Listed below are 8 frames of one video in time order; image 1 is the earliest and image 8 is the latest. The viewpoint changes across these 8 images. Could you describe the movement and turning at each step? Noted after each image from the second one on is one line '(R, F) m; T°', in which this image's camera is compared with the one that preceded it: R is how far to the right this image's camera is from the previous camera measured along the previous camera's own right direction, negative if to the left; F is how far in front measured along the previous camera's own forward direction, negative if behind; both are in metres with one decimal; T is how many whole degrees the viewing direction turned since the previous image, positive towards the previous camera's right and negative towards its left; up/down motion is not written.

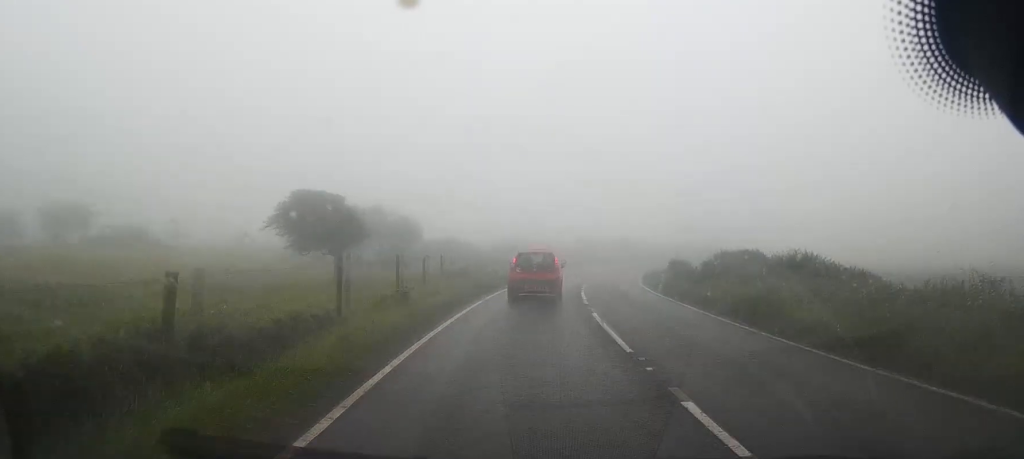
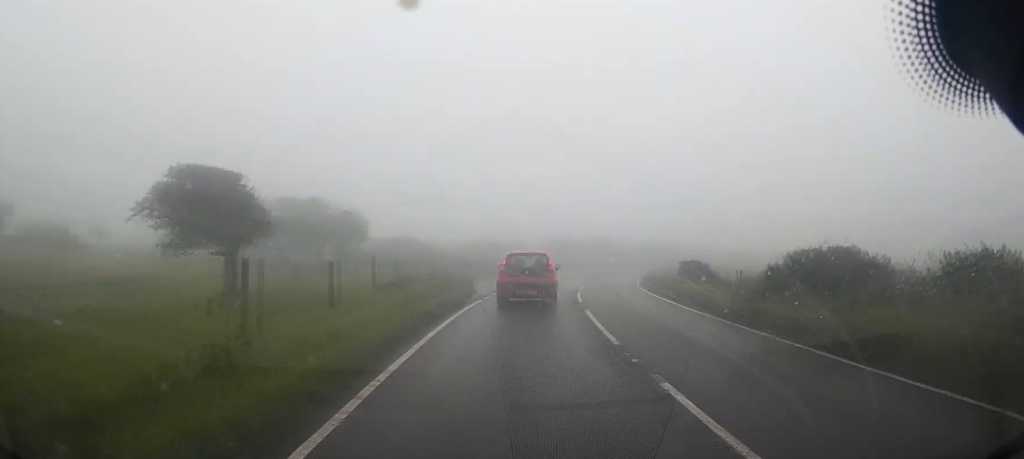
(+0.3, +8.3) m; +3°
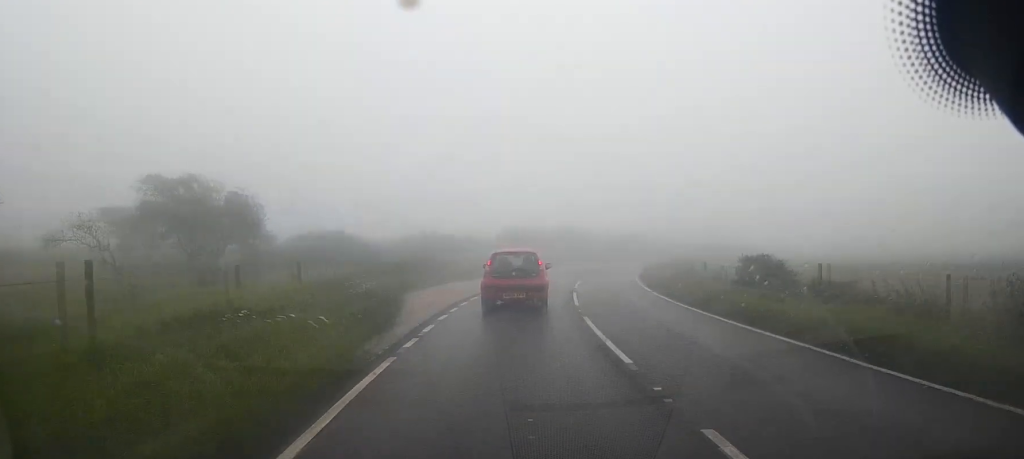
(+0.4, +11.4) m; +3°
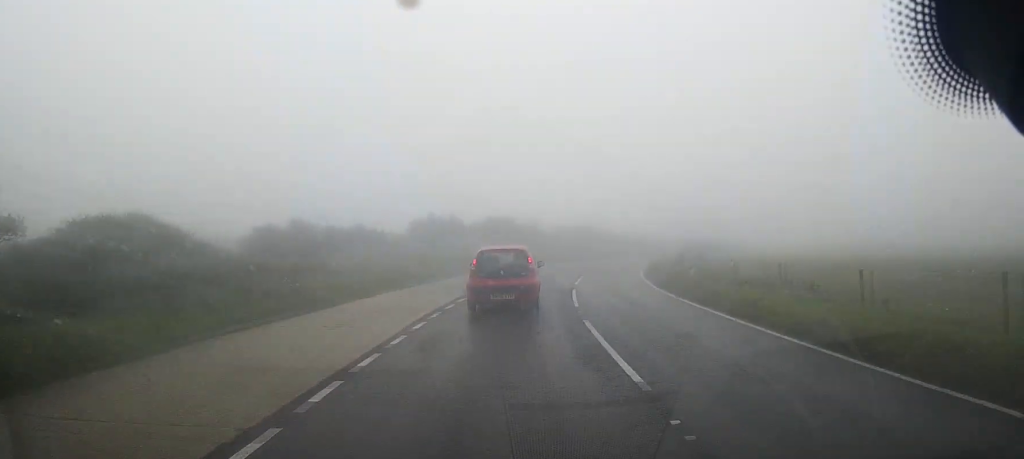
(+0.8, +18.9) m; +7°
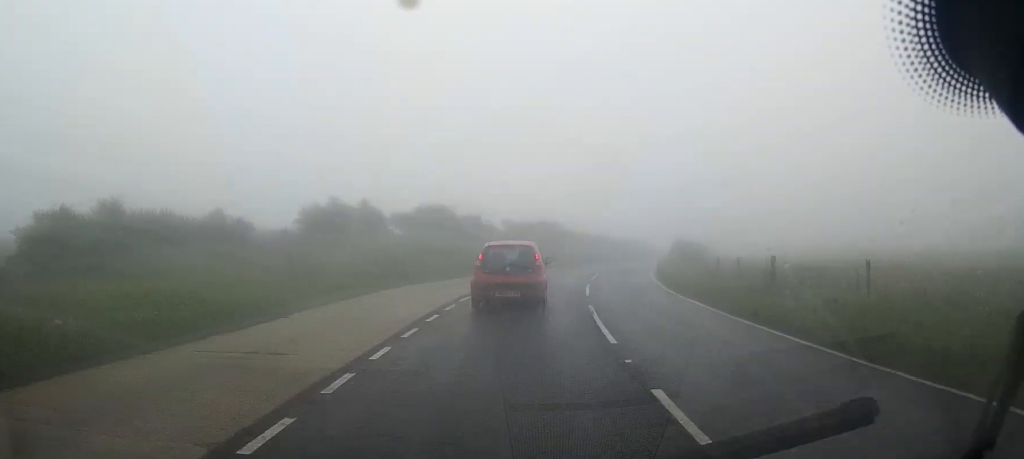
(+0.9, +14.4) m; +6°
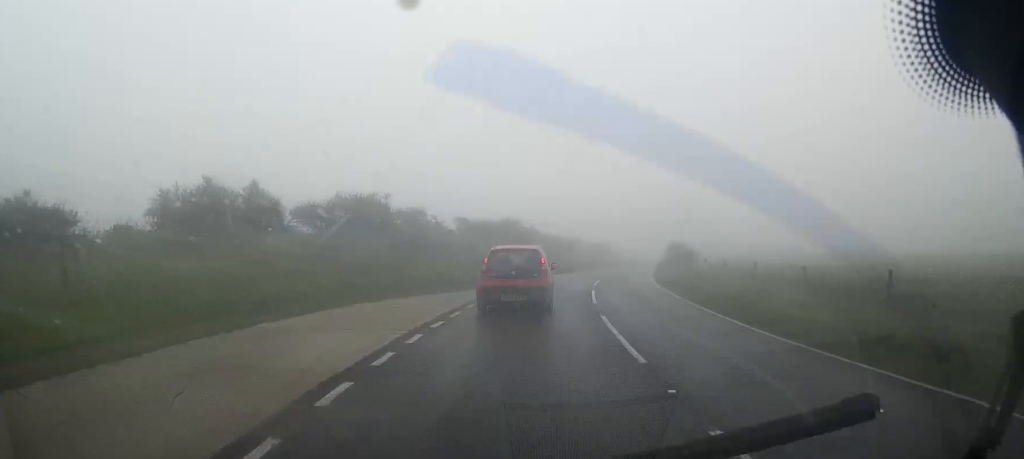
(+0.3, +9.7) m; +1°
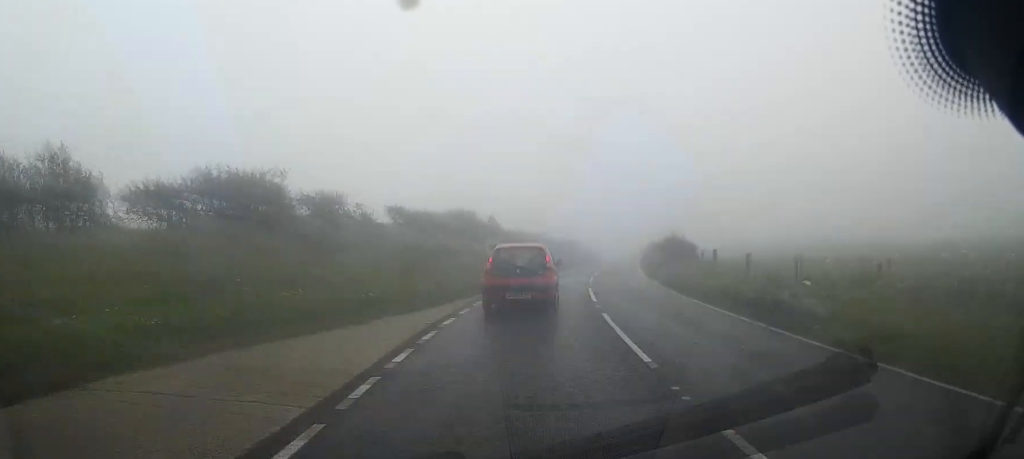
(+0.1, +8.5) m; 0°
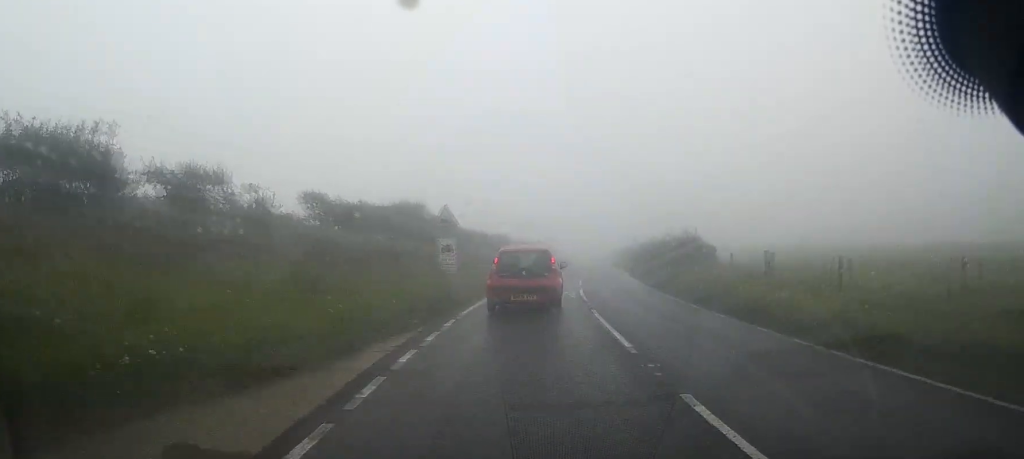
(-0.5, +7.1) m; +1°
